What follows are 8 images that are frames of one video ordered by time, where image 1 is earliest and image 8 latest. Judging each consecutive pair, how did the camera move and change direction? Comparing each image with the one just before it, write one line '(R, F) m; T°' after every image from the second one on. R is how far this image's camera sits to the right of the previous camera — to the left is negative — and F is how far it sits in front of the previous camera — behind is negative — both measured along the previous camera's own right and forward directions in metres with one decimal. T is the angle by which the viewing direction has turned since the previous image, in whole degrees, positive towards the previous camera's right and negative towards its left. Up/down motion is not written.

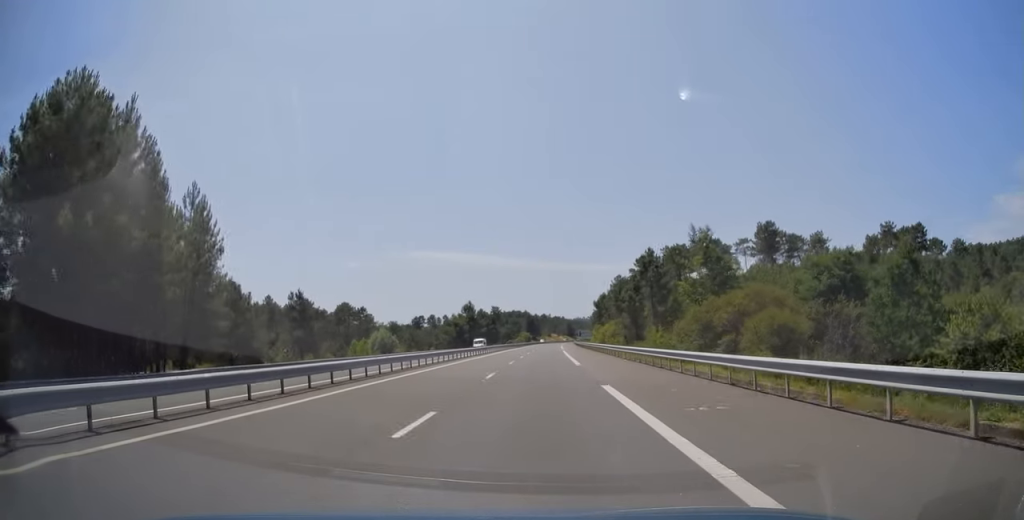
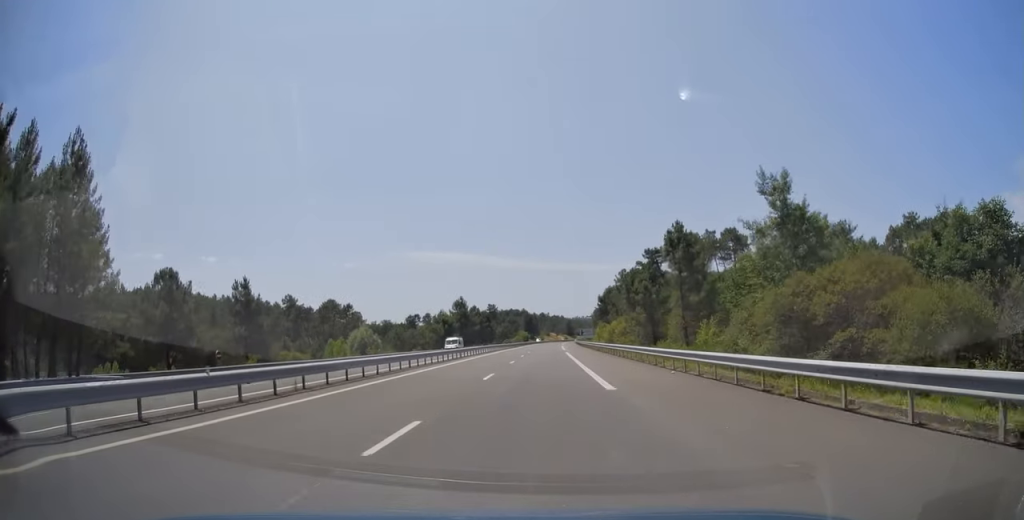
(-0.1, +14.5) m; 0°
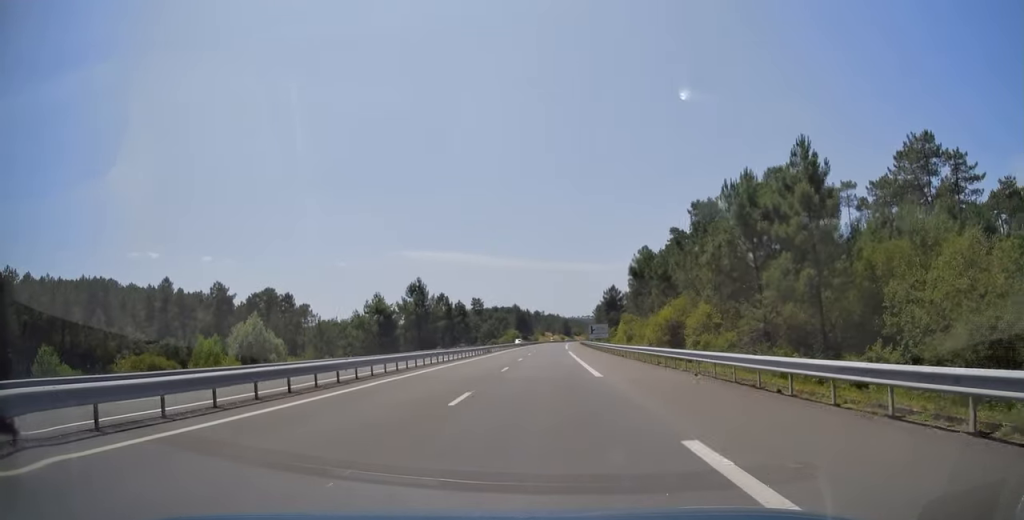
(+0.3, +47.4) m; +1°
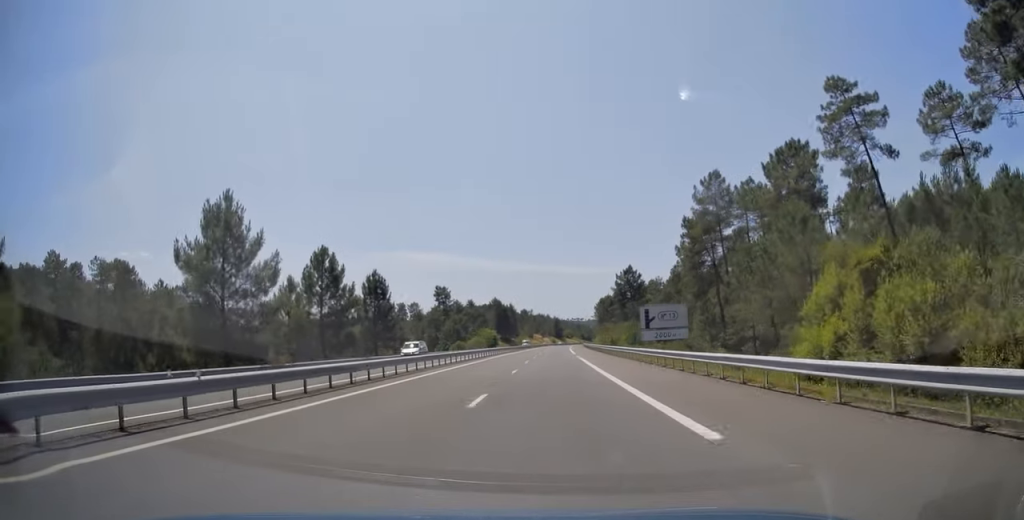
(+0.4, +65.8) m; +1°
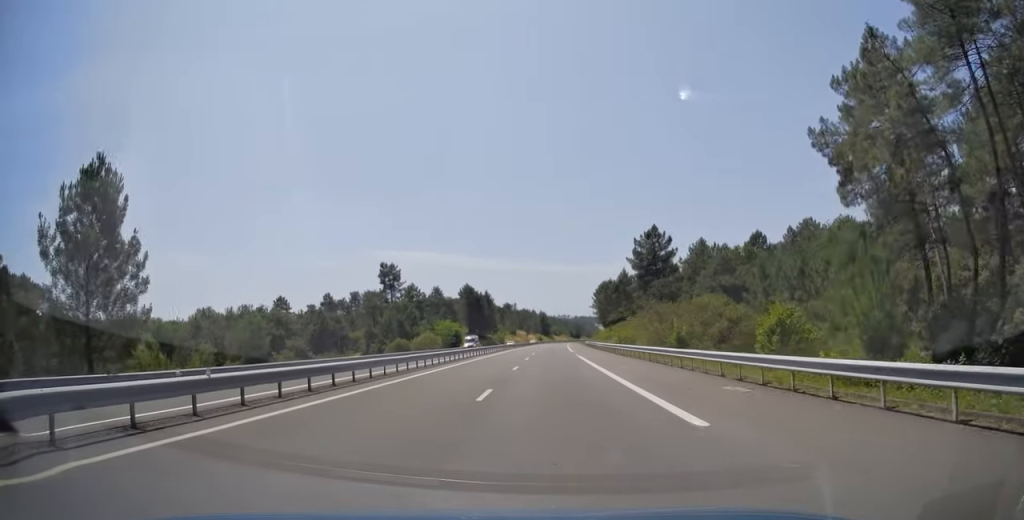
(+0.7, +51.6) m; +1°
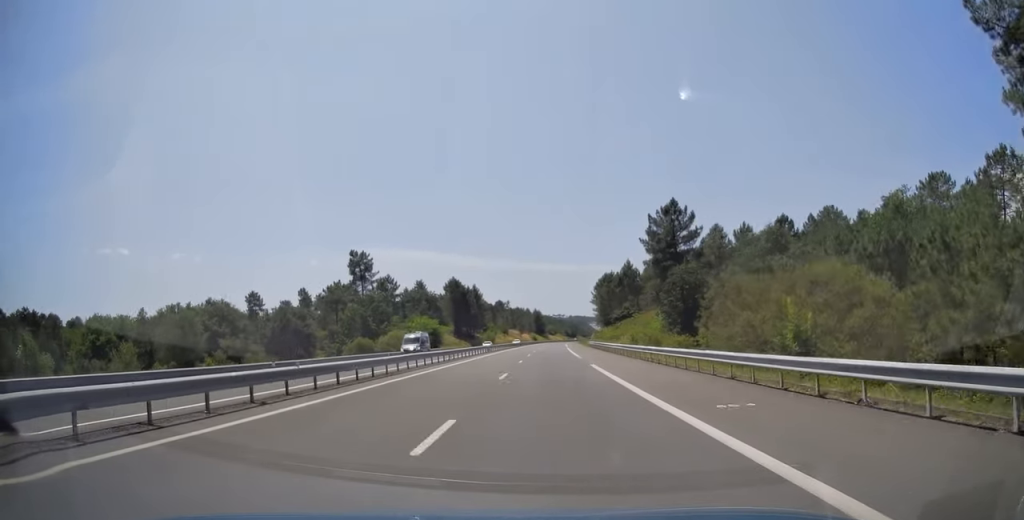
(0.0, +19.4) m; 0°
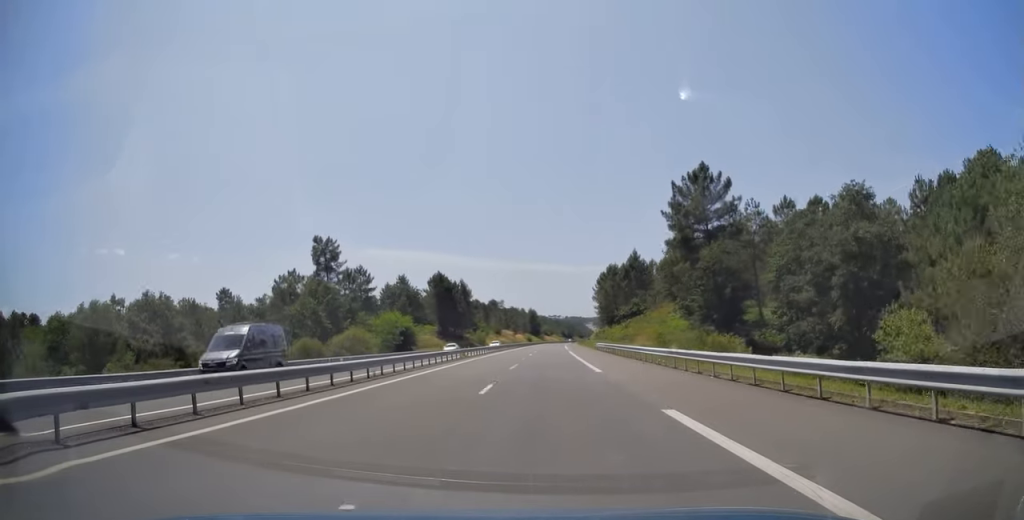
(-0.1, +18.3) m; 0°
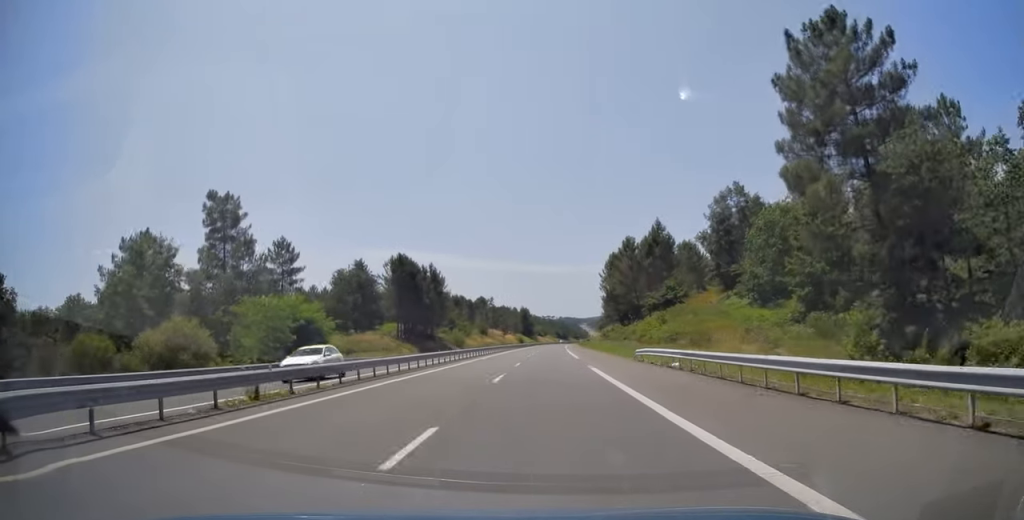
(+0.4, +35.0) m; +1°
